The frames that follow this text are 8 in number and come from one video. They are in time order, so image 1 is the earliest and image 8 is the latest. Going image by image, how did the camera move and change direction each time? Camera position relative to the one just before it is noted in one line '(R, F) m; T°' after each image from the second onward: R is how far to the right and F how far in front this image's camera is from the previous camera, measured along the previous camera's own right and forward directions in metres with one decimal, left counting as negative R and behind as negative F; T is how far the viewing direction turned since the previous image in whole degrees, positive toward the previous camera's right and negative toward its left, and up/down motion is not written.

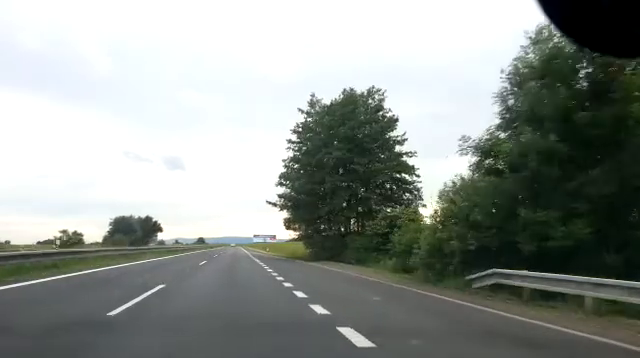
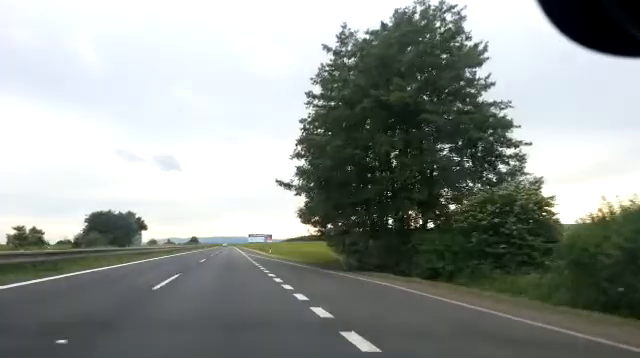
(+0.2, +14.0) m; +1°
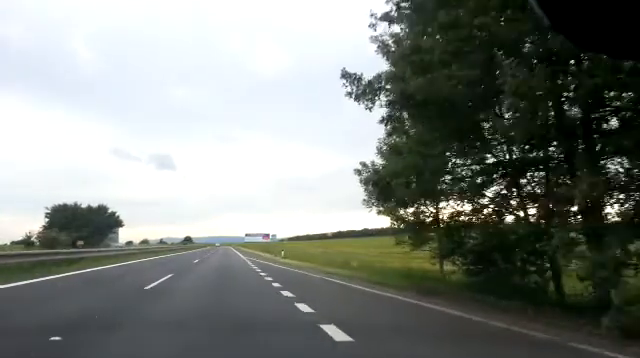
(+0.2, +18.4) m; +1°
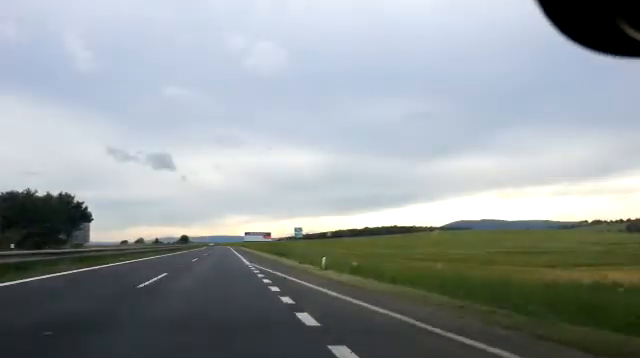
(0.0, +18.4) m; +1°
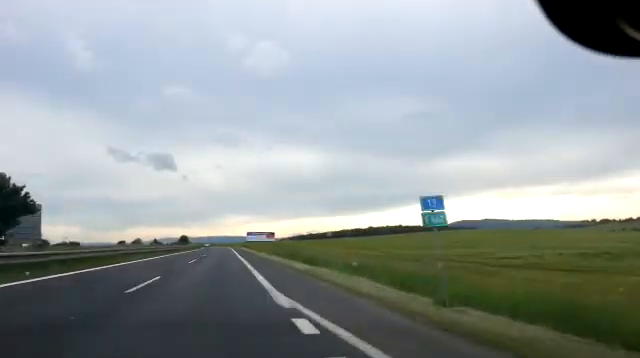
(+0.3, +20.1) m; +1°
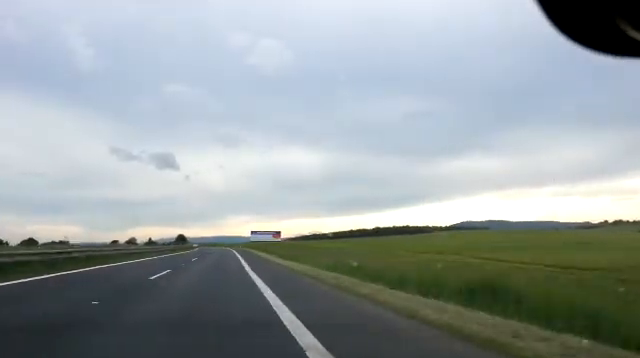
(+0.3, +33.1) m; 0°
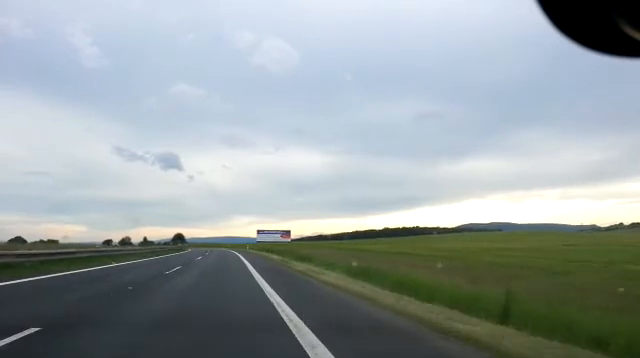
(0.0, +34.5) m; 0°
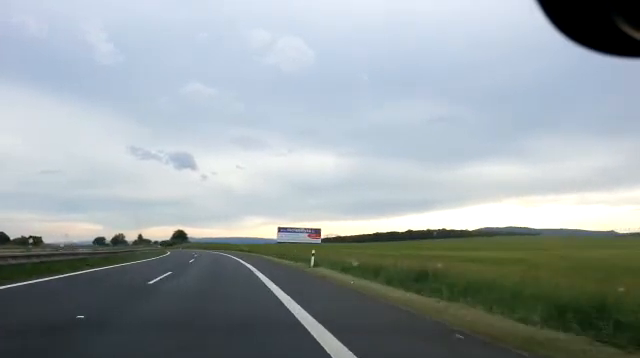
(-0.8, +61.3) m; -1°
